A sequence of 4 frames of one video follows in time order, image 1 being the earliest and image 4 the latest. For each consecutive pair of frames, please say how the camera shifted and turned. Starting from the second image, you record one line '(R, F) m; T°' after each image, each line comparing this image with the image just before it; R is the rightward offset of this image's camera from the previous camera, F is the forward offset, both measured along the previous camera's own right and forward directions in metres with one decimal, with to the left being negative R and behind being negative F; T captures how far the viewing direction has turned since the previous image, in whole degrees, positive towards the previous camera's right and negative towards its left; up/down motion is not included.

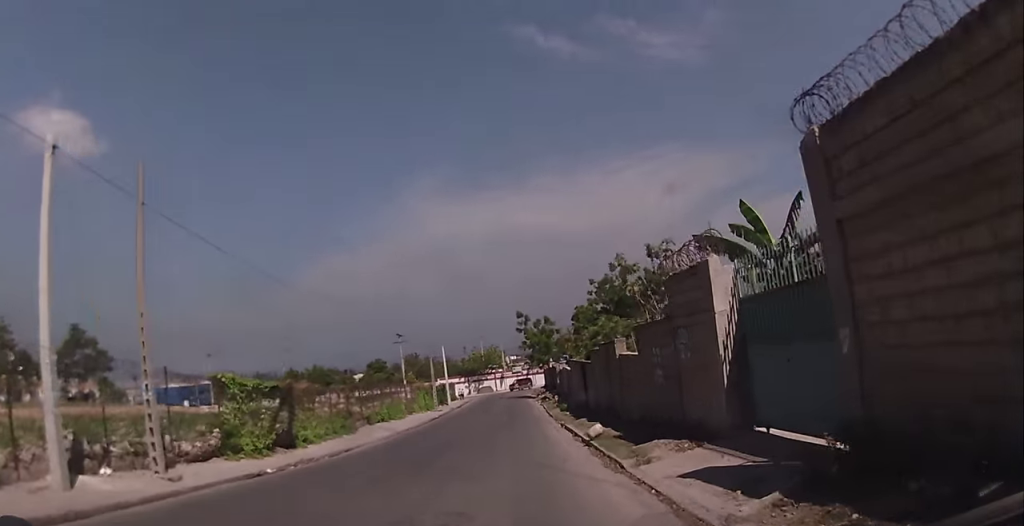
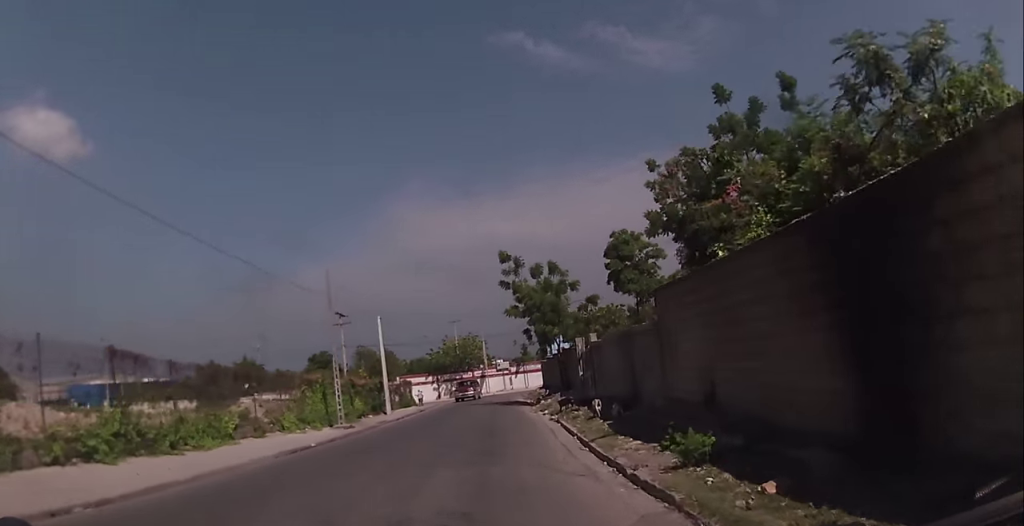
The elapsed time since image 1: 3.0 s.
(+1.1, +29.3) m; +3°
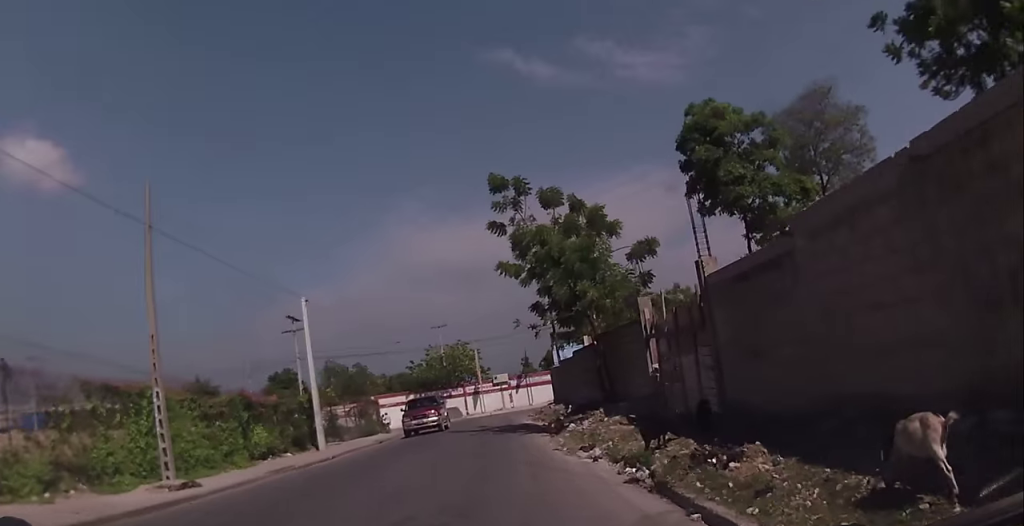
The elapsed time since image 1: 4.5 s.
(+0.6, +16.3) m; +2°
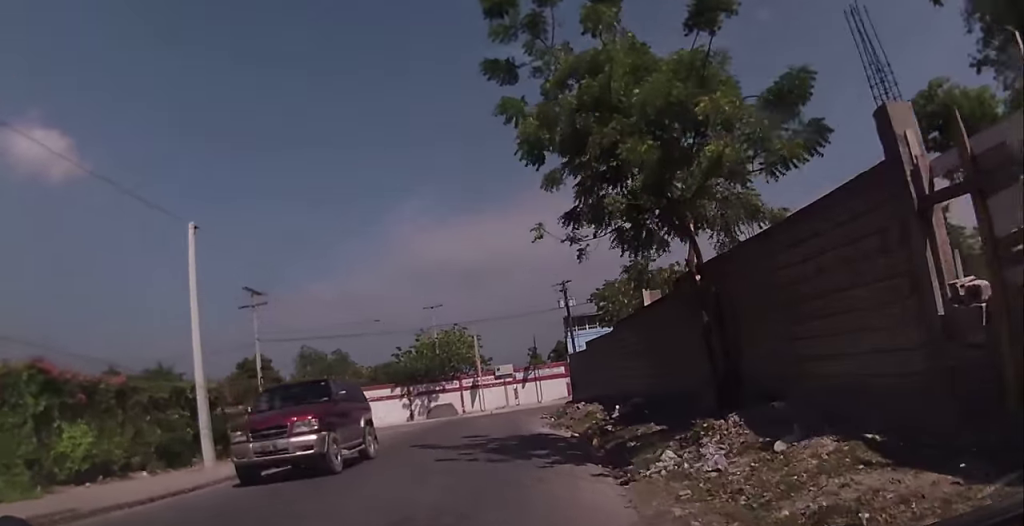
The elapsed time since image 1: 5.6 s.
(0.0, +11.4) m; 0°
